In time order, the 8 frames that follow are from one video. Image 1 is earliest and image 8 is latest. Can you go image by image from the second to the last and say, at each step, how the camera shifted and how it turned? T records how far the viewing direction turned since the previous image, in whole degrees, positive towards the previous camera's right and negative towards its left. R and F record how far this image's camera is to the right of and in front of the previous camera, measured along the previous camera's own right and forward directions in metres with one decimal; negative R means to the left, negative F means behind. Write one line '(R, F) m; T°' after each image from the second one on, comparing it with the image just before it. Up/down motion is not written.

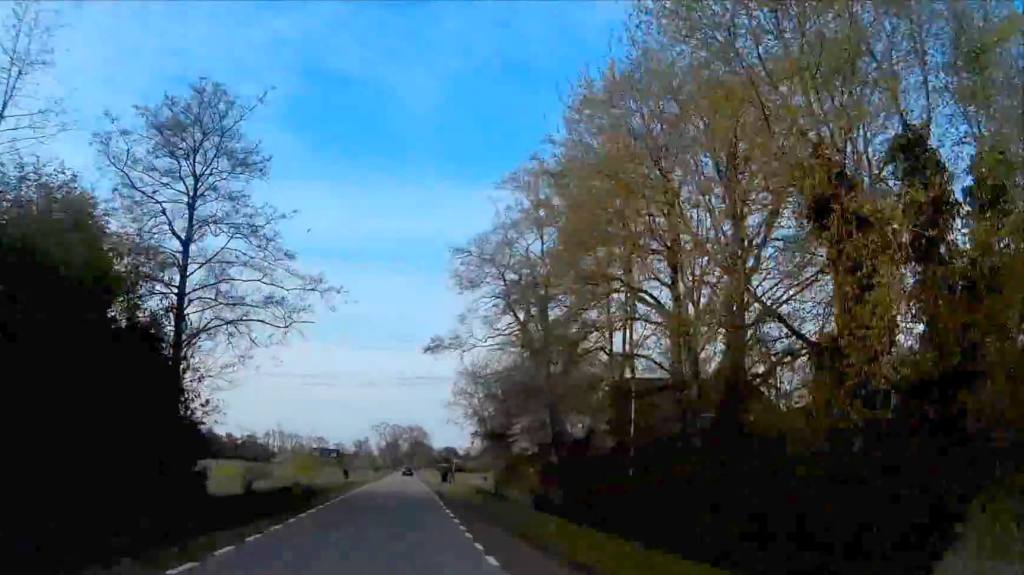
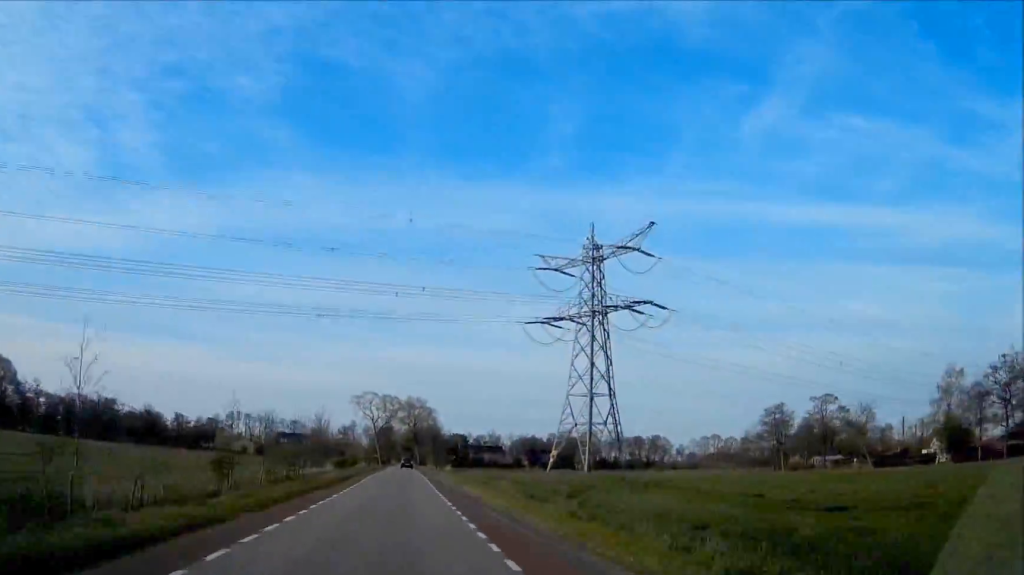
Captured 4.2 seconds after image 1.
(+0.1, +81.3) m; 0°
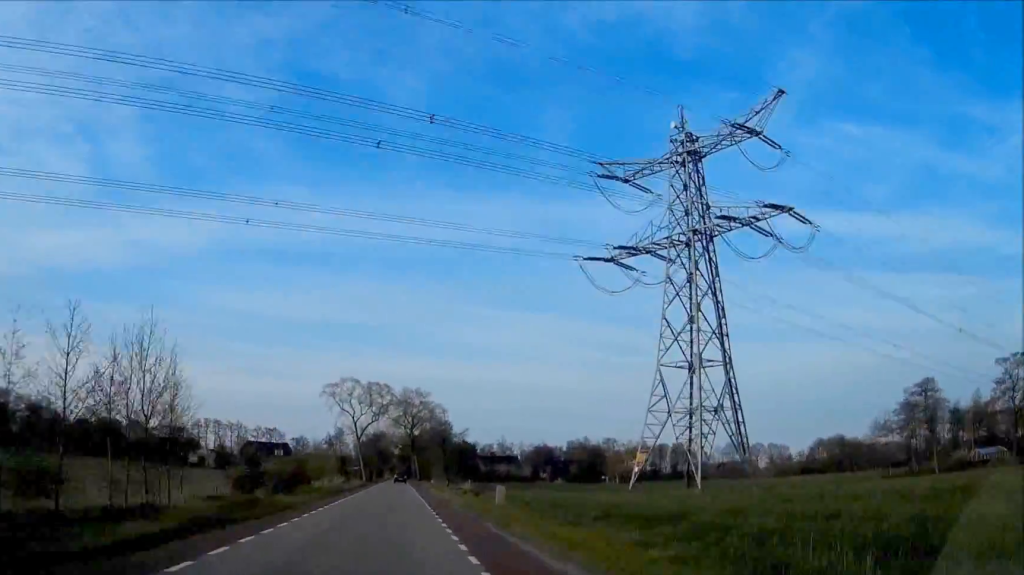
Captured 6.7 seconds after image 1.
(+0.1, +47.5) m; 0°
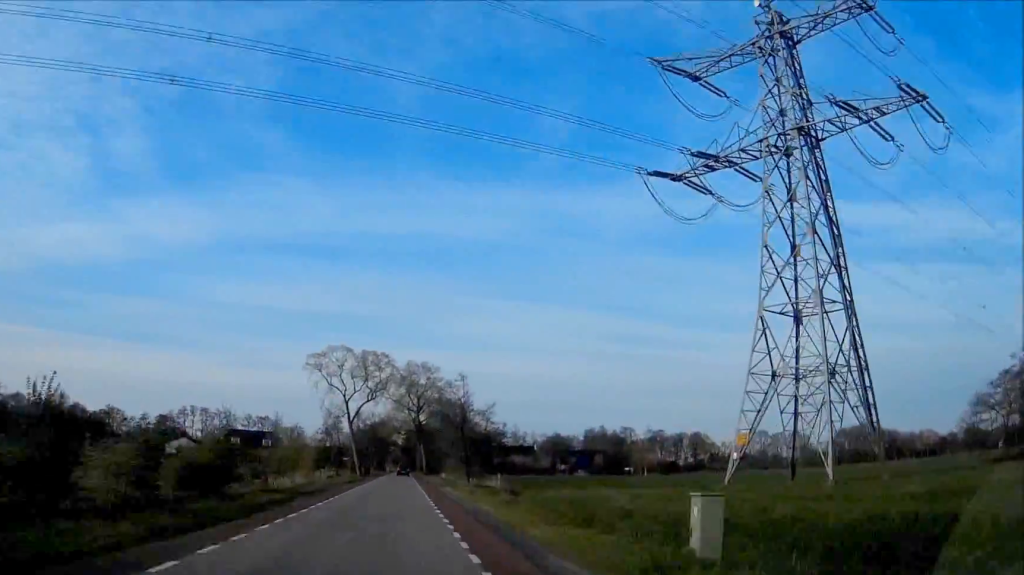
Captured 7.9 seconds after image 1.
(0.0, +23.0) m; 0°
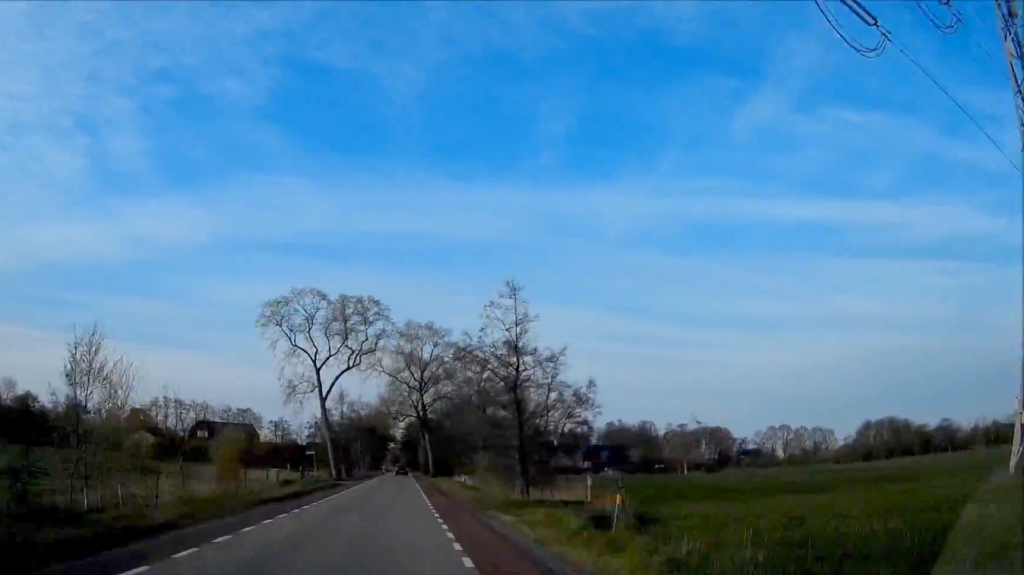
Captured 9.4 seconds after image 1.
(0.0, +29.4) m; 0°
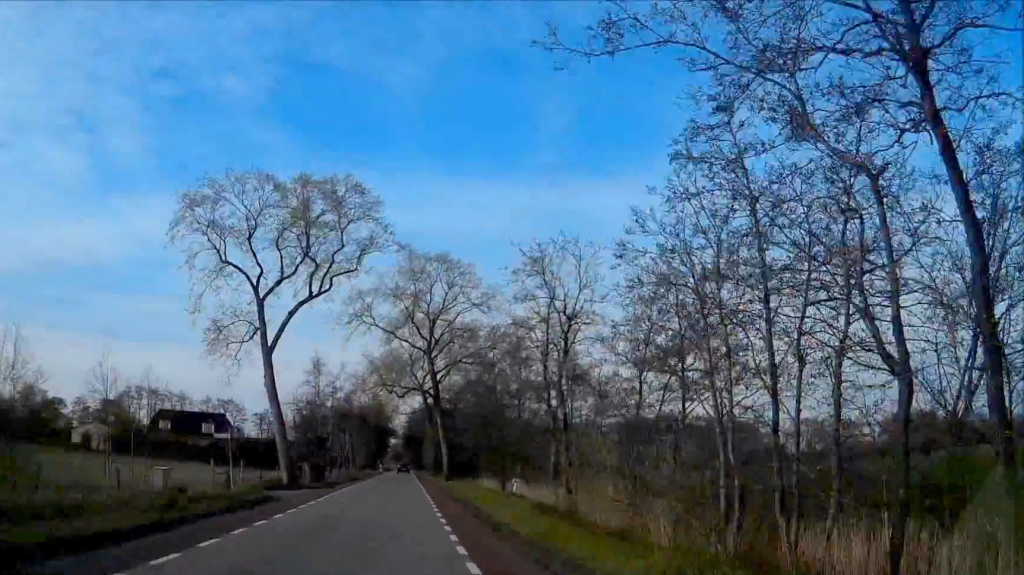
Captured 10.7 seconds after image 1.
(0.0, +25.4) m; 0°
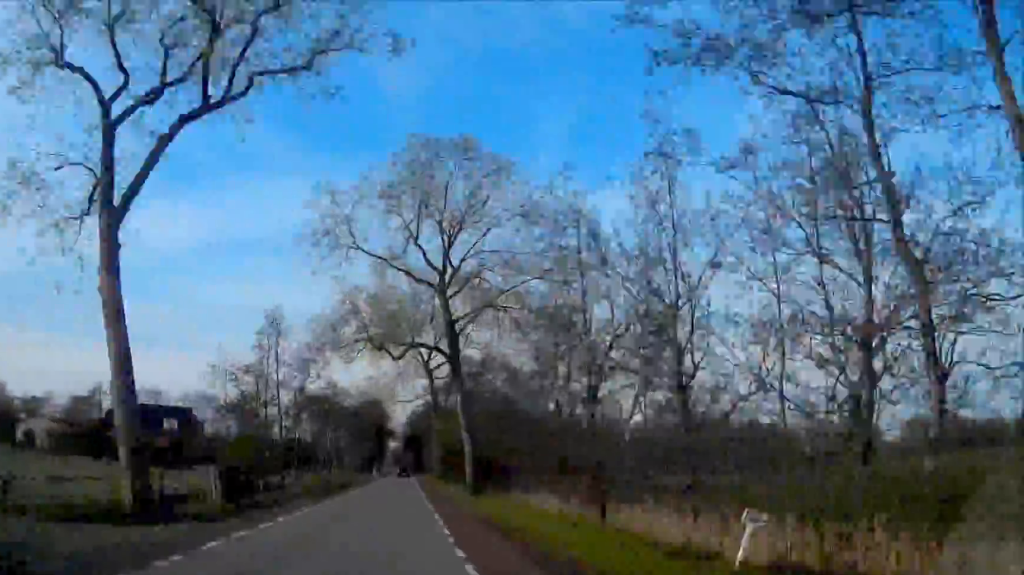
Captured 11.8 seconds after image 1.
(0.0, +20.3) m; 0°
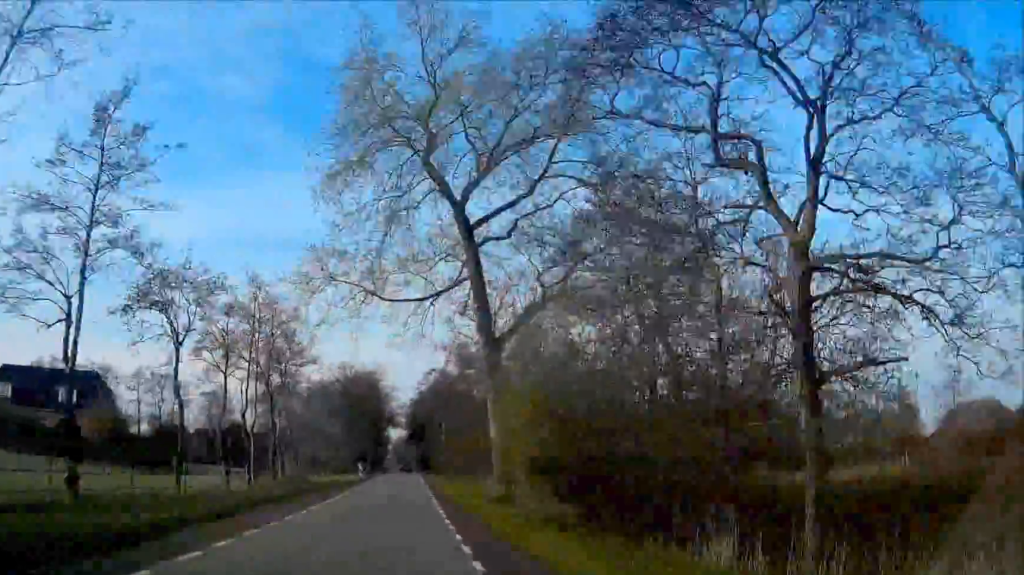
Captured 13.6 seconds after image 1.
(0.0, +34.3) m; 0°
